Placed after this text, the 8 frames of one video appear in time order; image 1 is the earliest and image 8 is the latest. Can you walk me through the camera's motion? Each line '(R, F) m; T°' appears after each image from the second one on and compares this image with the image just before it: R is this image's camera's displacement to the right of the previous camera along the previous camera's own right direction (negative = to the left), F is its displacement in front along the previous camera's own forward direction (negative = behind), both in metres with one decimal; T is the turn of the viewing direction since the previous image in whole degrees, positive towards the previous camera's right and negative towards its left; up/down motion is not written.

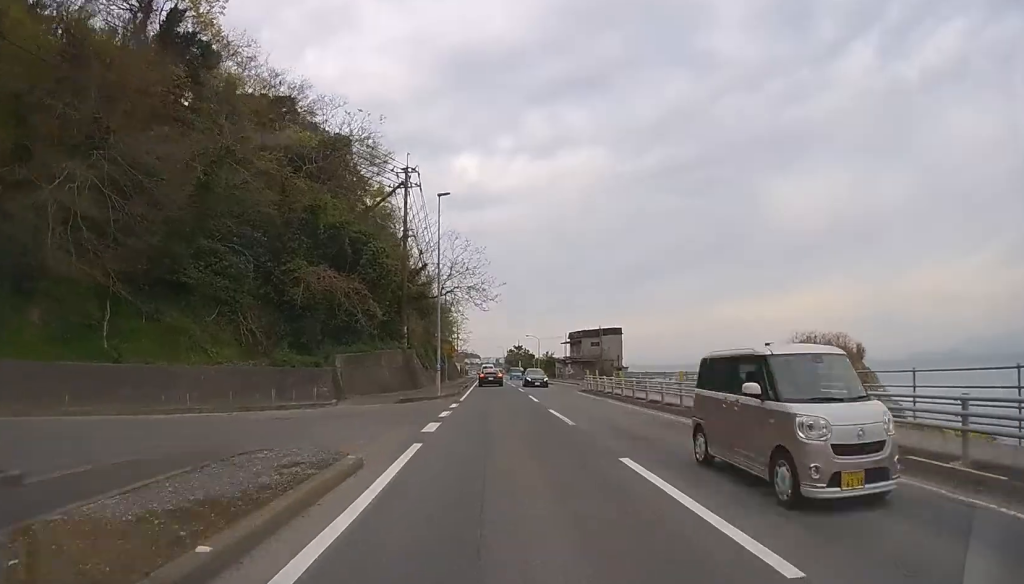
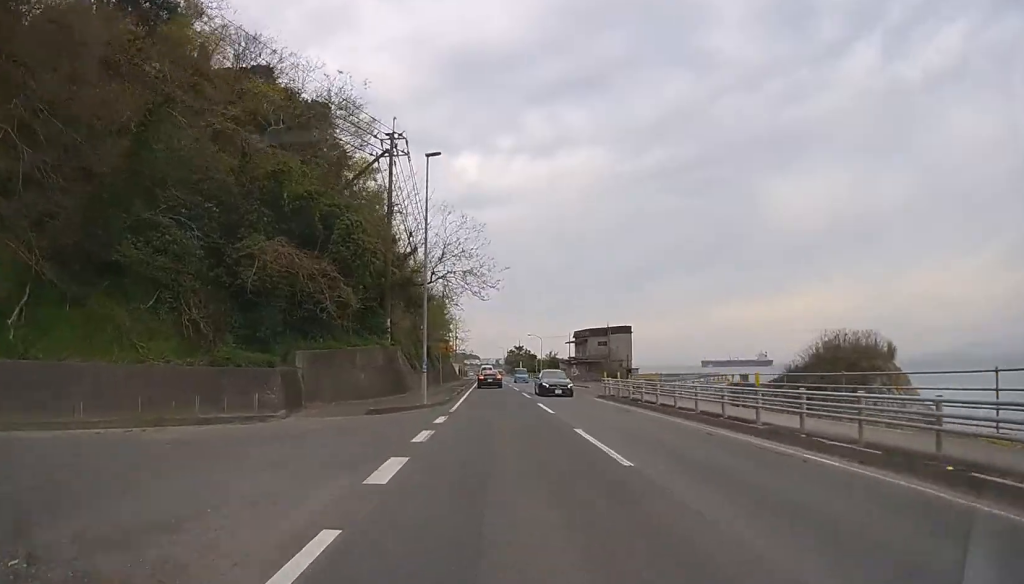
(0.0, +5.2) m; 0°
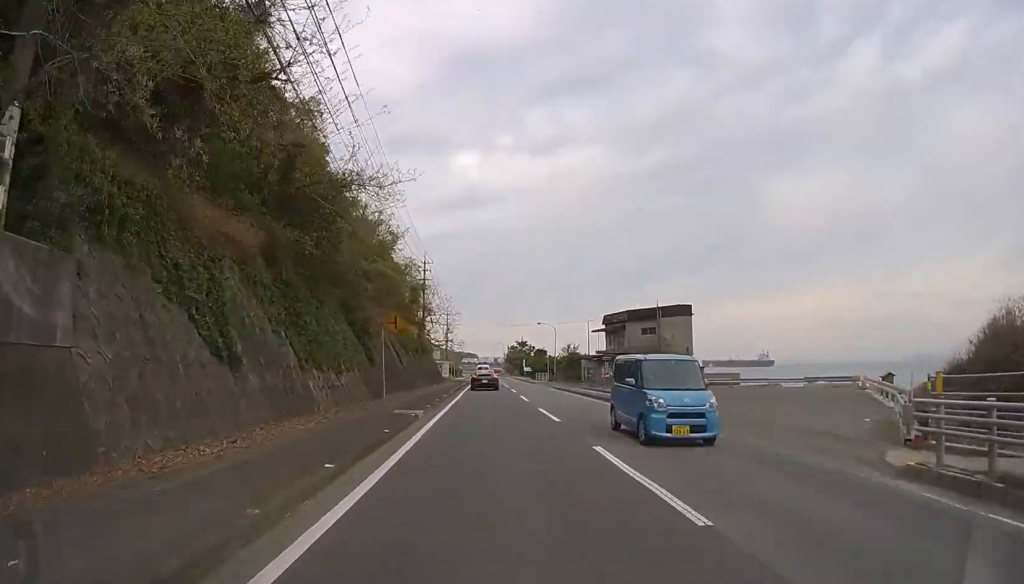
(0.0, +22.1) m; 0°
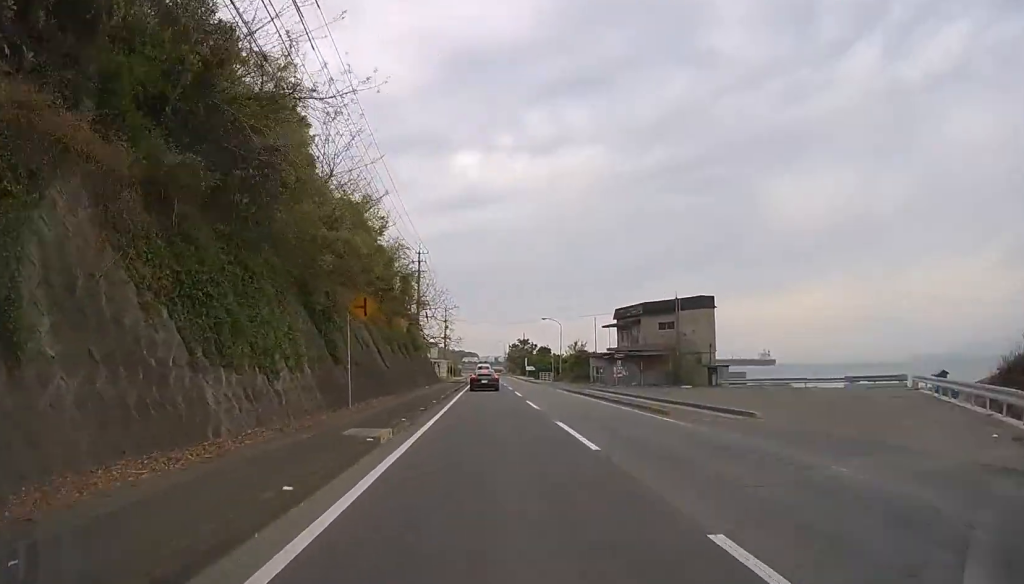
(0.0, +5.0) m; 0°
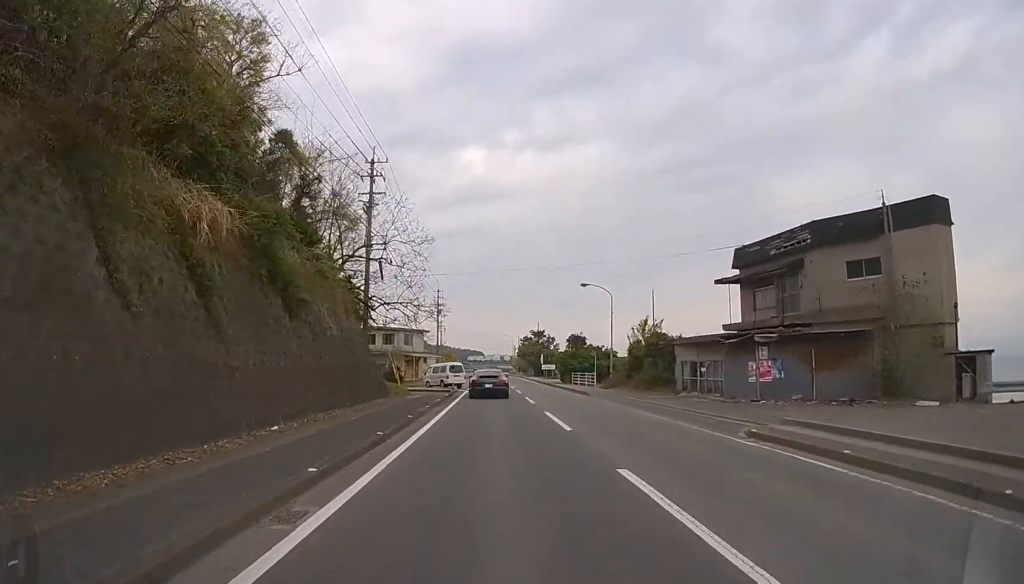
(0.0, +26.9) m; -1°
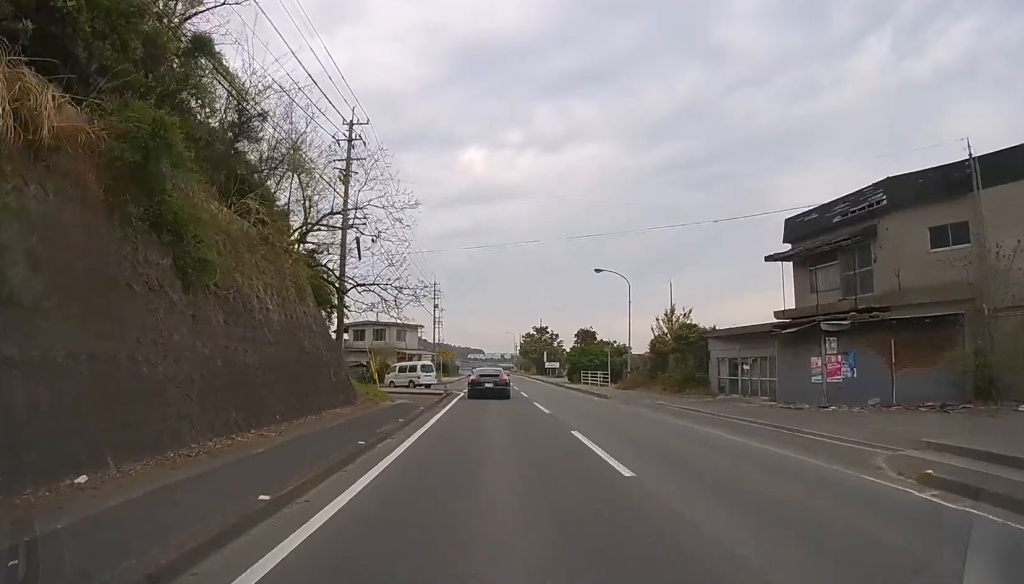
(0.0, +5.6) m; 0°
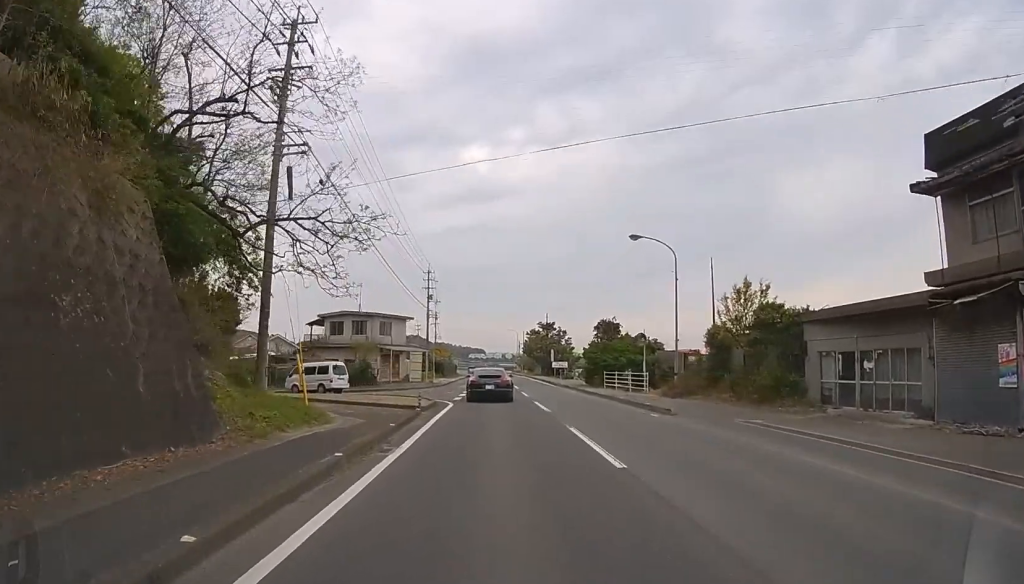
(0.0, +9.3) m; 0°
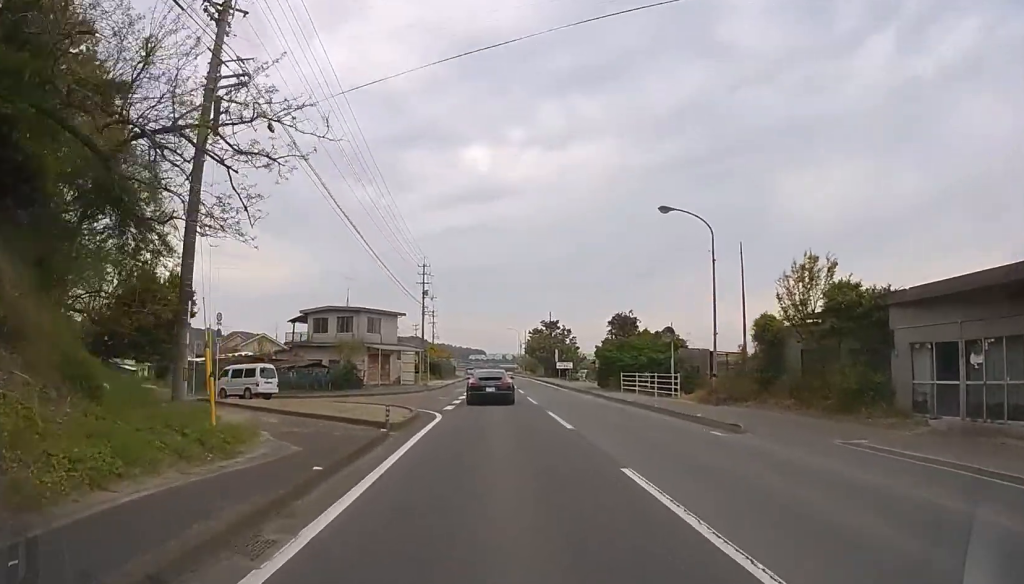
(0.0, +4.7) m; 0°
